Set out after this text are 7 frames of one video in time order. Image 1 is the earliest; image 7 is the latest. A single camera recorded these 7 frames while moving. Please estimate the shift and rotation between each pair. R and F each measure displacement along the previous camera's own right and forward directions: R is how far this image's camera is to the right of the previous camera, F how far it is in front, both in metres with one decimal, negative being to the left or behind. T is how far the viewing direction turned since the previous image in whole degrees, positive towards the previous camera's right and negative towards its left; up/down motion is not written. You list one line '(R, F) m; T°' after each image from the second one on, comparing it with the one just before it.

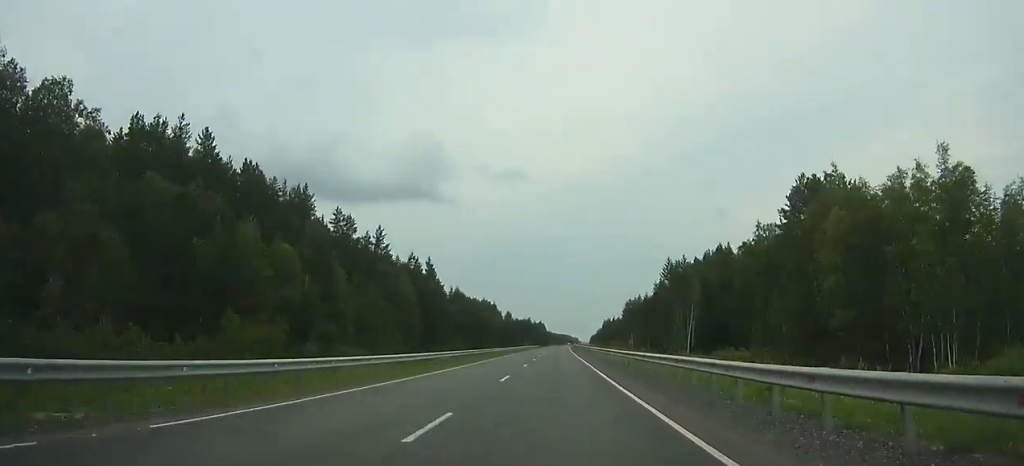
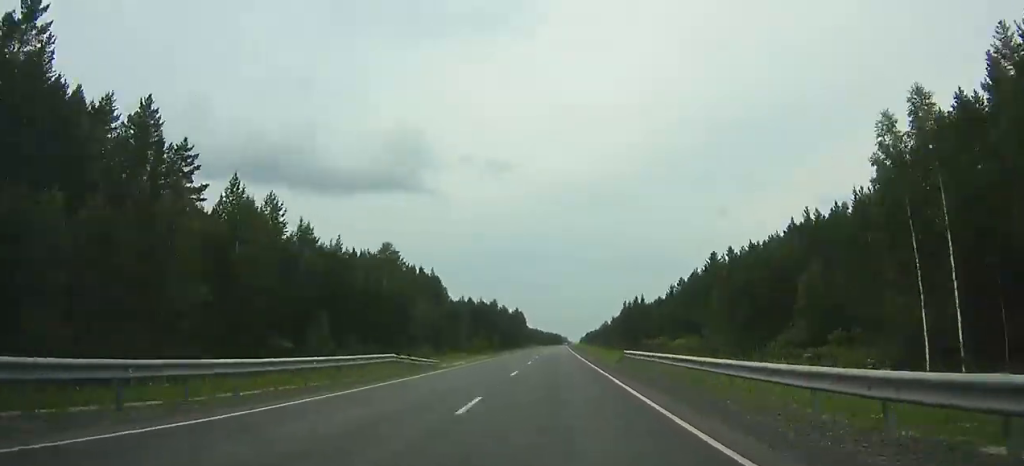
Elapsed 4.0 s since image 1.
(+1.2, +142.0) m; +1°
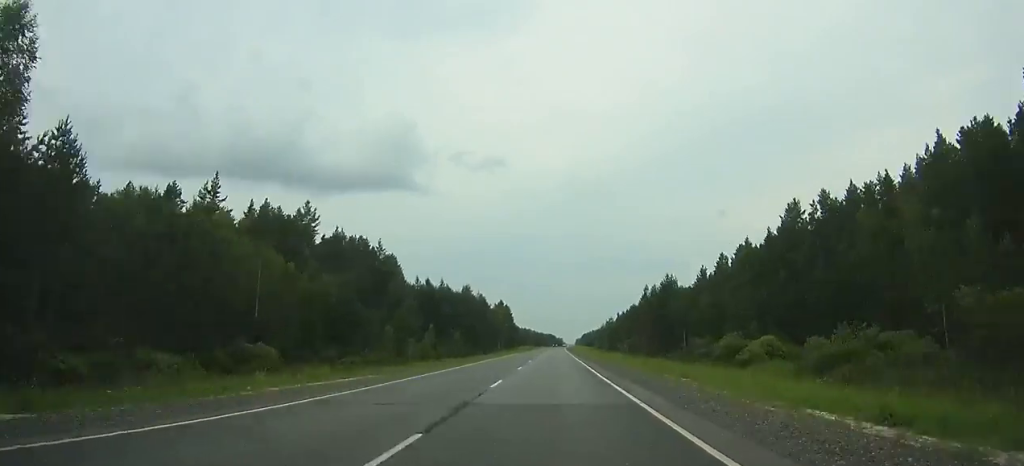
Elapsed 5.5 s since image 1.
(+0.3, +54.5) m; 0°
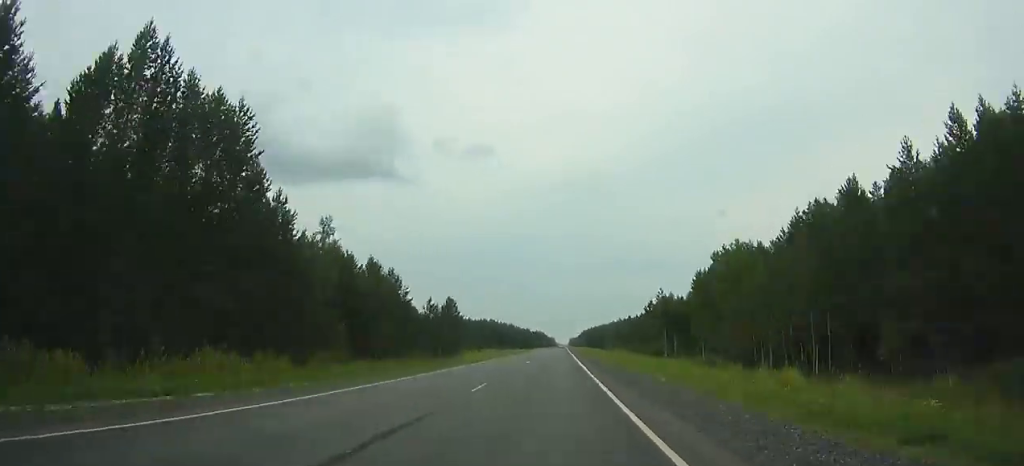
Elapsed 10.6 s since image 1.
(+2.1, +182.5) m; +1°
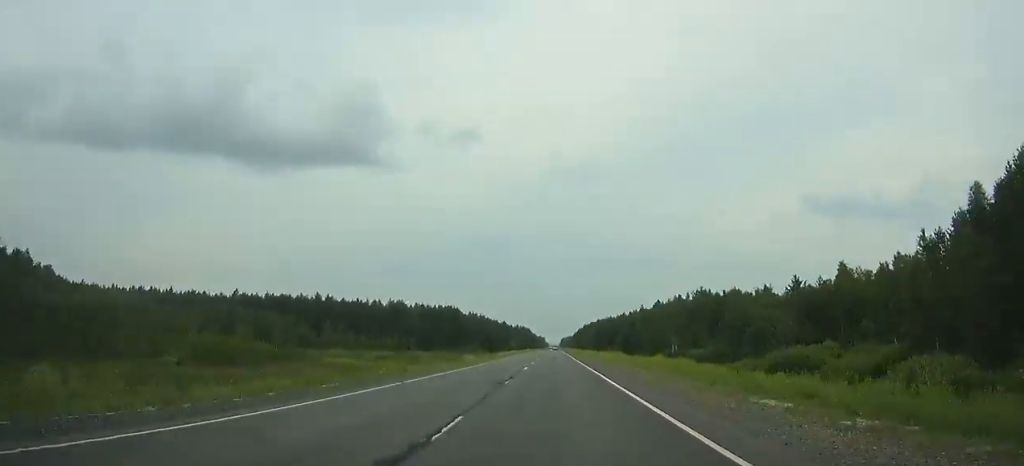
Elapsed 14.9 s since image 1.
(+0.3, +145.8) m; 0°
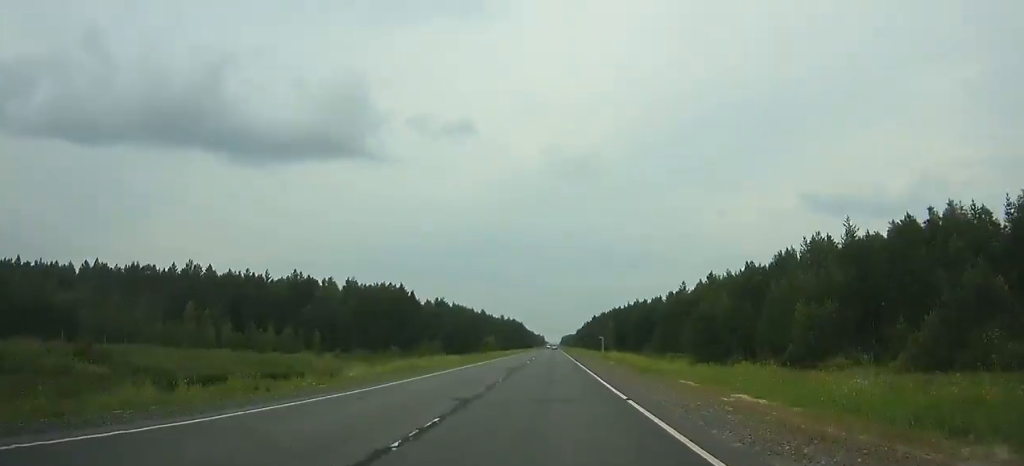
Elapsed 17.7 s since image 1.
(+0.4, +94.9) m; 0°
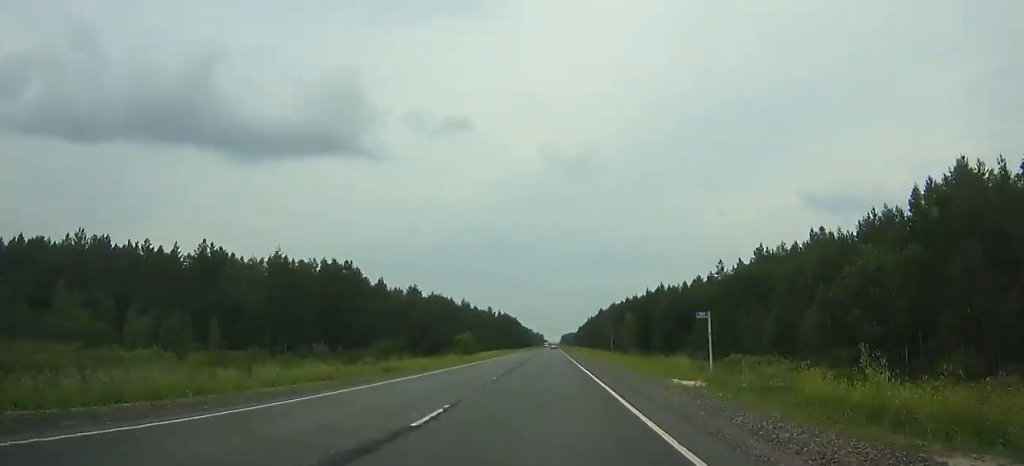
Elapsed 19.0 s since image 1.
(+0.1, +44.9) m; 0°
